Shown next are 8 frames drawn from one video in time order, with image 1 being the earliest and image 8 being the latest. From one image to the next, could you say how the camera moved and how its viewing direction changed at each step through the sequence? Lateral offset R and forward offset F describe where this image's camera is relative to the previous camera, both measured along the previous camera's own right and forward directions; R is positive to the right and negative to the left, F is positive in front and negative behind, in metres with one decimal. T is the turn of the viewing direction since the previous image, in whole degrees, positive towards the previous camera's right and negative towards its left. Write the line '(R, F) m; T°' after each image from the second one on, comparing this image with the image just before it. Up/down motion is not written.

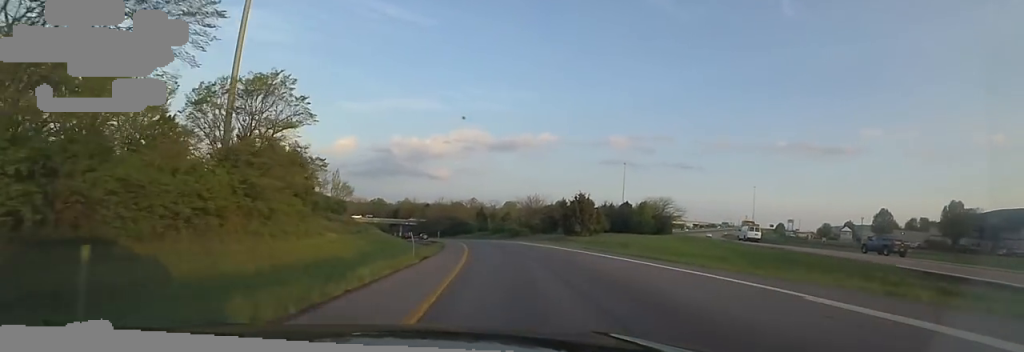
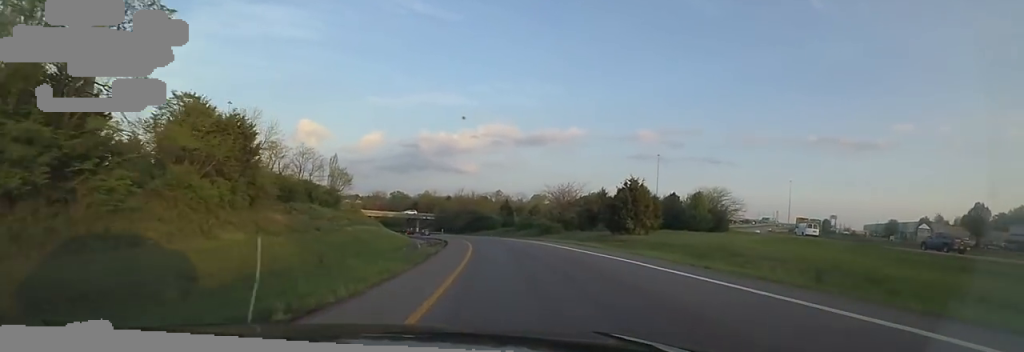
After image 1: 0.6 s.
(-1.0, +16.0) m; -3°
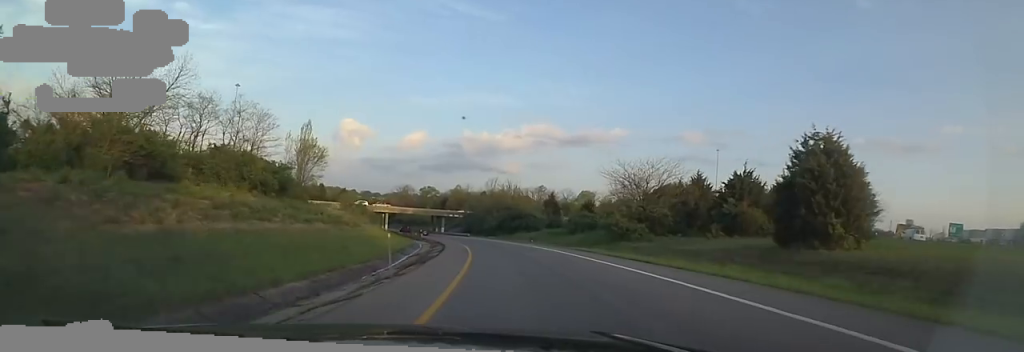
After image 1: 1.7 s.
(-0.7, +28.6) m; -3°
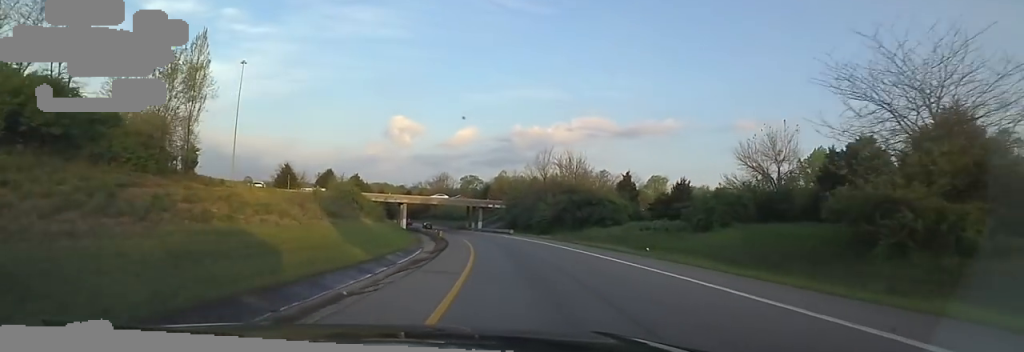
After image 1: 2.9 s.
(-1.4, +31.7) m; -7°
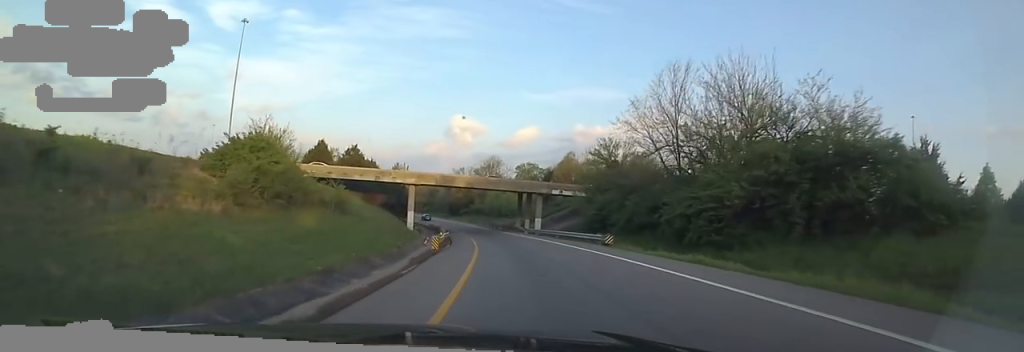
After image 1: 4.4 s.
(-3.8, +38.3) m; -8°
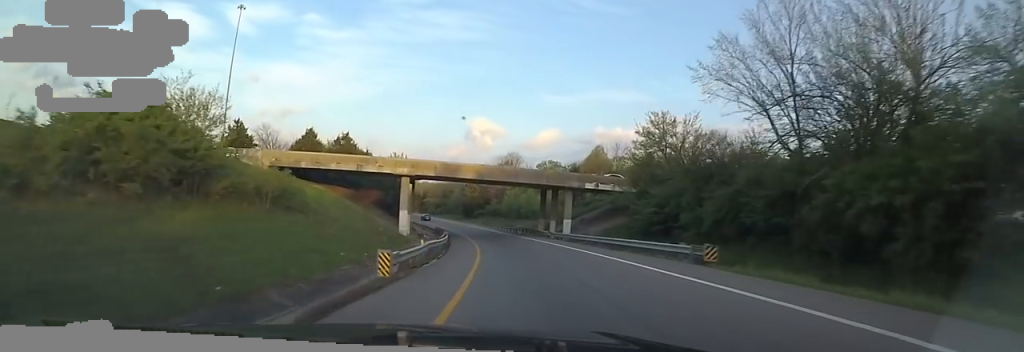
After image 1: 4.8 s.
(-0.3, +12.6) m; -2°
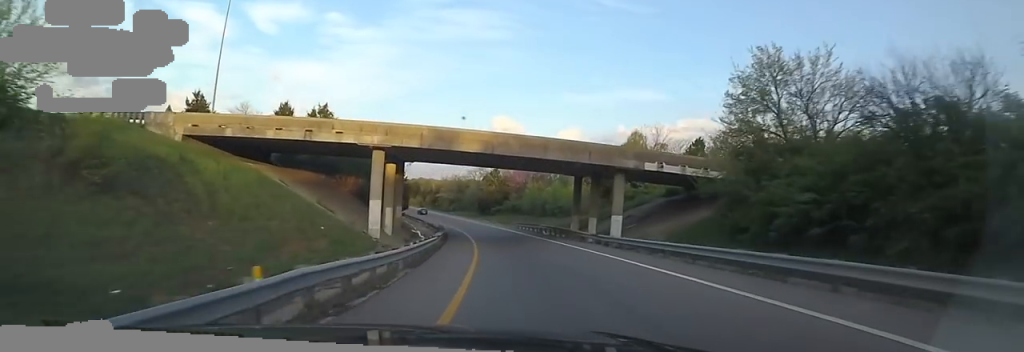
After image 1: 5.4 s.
(0.0, +14.6) m; -3°
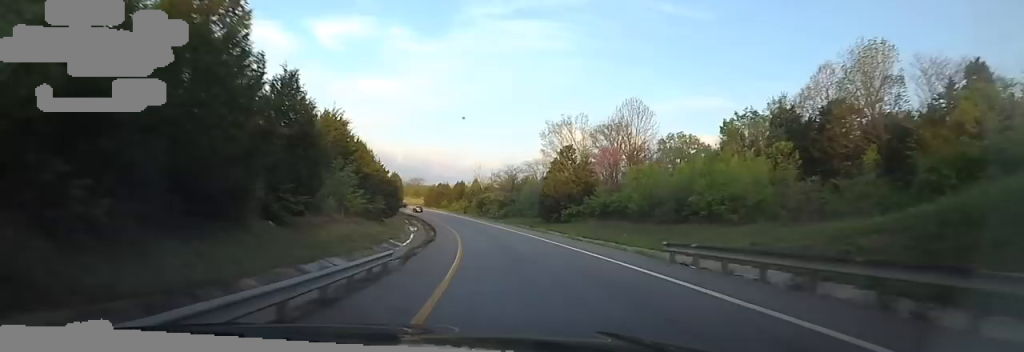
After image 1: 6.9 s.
(-3.9, +40.9) m; -10°
